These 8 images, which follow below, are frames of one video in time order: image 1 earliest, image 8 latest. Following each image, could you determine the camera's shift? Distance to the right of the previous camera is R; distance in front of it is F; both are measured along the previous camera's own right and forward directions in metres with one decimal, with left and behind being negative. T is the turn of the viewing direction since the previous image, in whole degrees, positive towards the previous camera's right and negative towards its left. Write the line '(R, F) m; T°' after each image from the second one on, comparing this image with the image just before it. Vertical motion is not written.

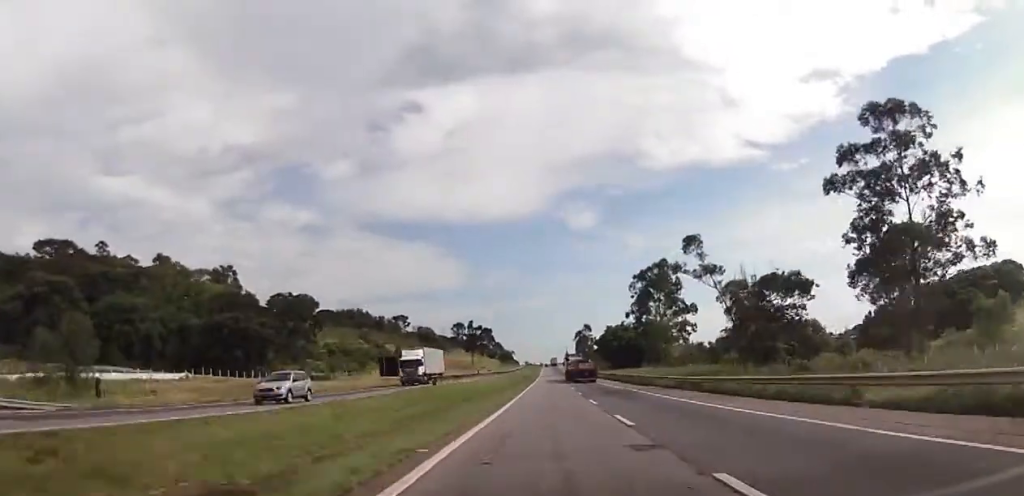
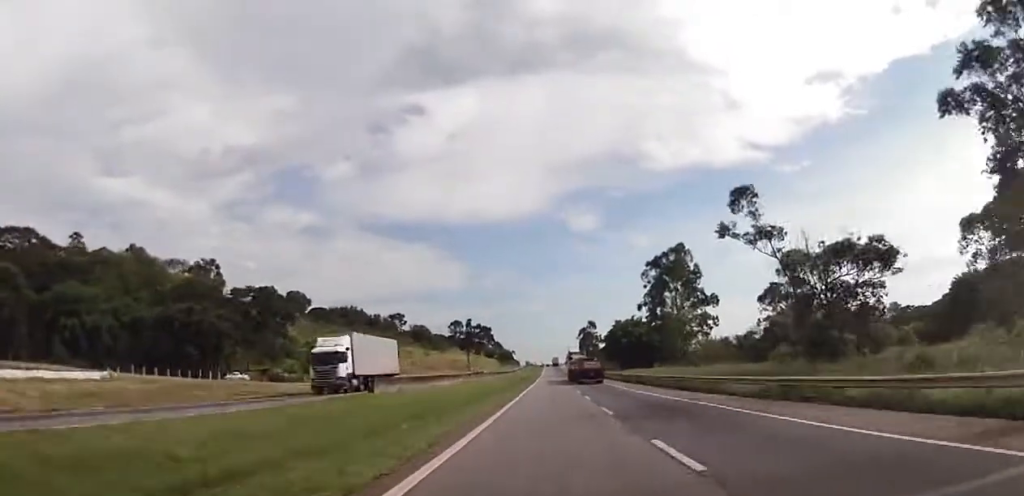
(-0.1, +19.2) m; 0°
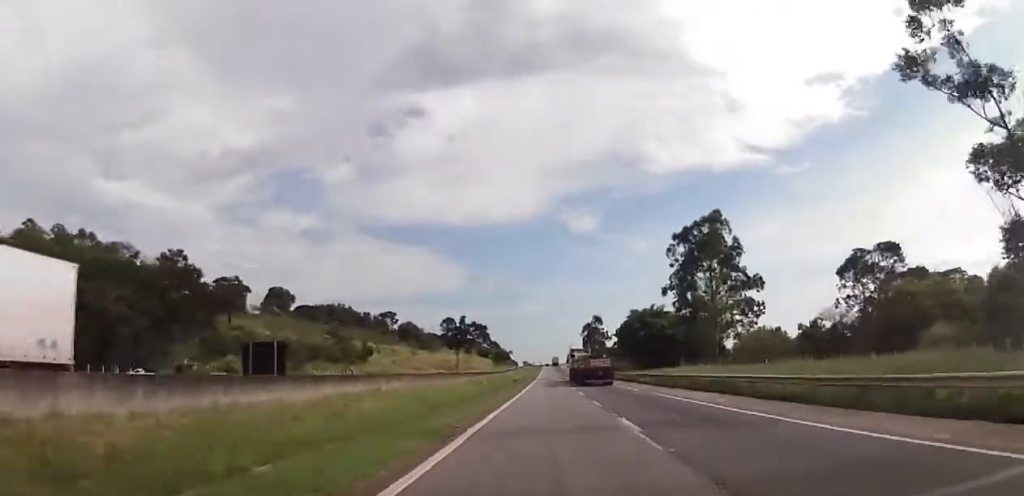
(0.0, +30.1) m; +1°
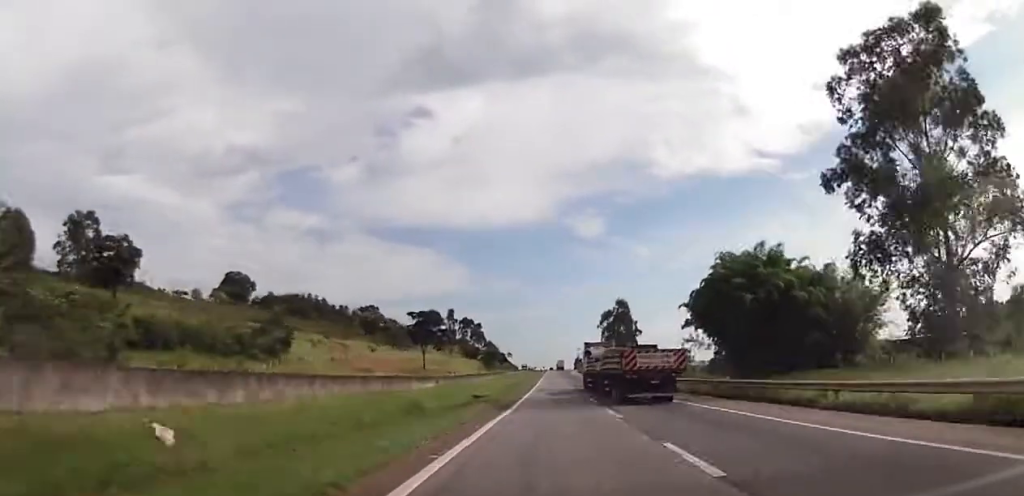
(+0.4, +65.7) m; 0°
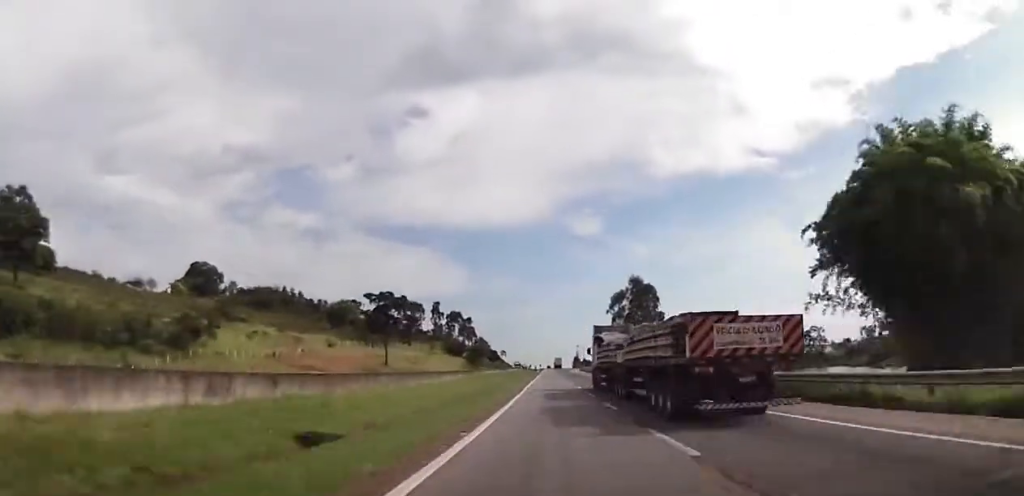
(-0.2, +34.1) m; 0°
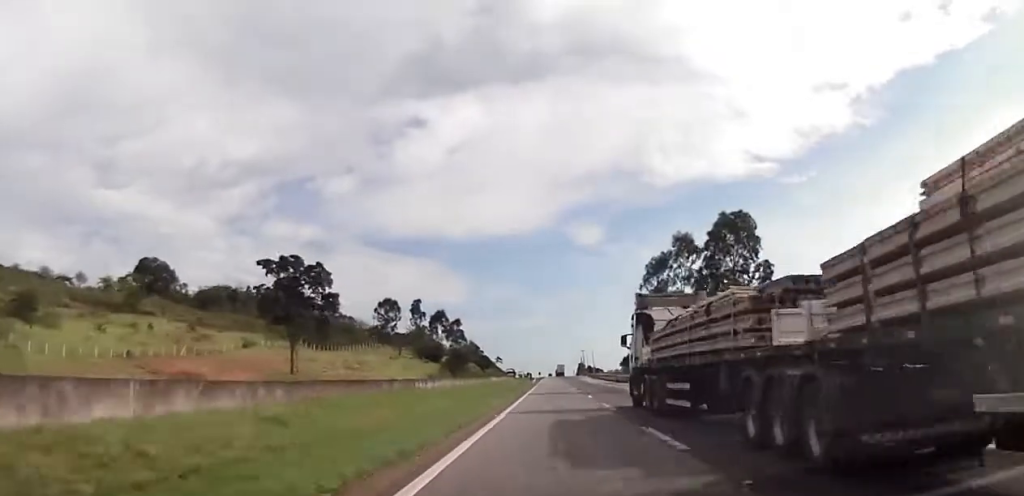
(+0.3, +46.4) m; 0°
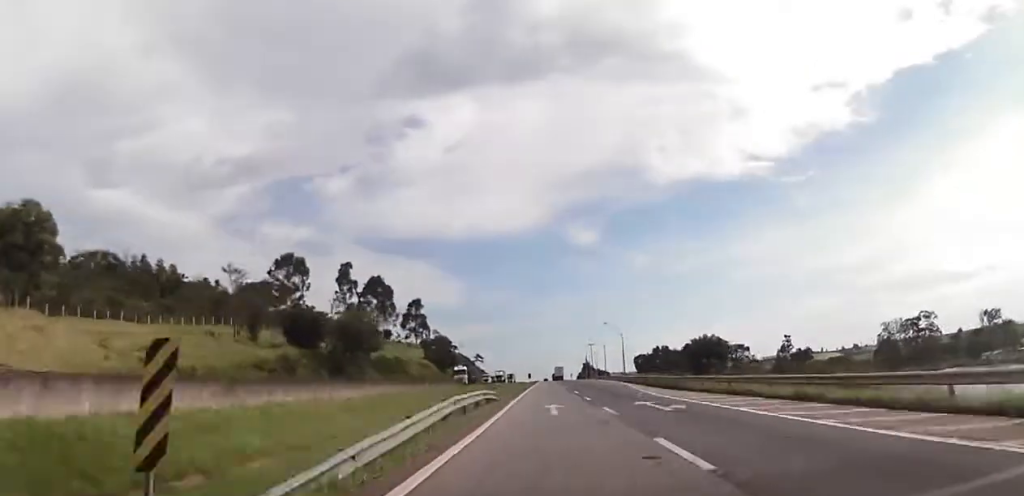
(-0.3, +87.3) m; 0°
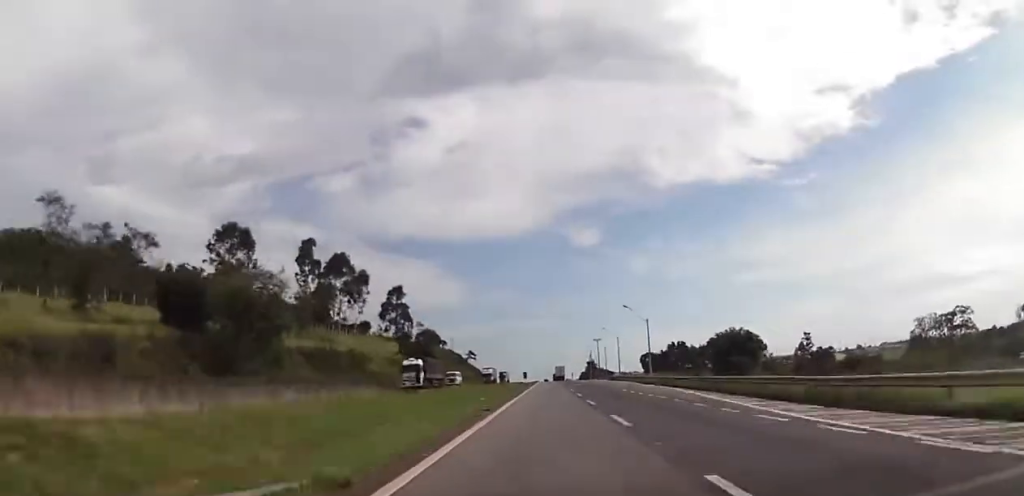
(-0.2, +28.5) m; 0°
